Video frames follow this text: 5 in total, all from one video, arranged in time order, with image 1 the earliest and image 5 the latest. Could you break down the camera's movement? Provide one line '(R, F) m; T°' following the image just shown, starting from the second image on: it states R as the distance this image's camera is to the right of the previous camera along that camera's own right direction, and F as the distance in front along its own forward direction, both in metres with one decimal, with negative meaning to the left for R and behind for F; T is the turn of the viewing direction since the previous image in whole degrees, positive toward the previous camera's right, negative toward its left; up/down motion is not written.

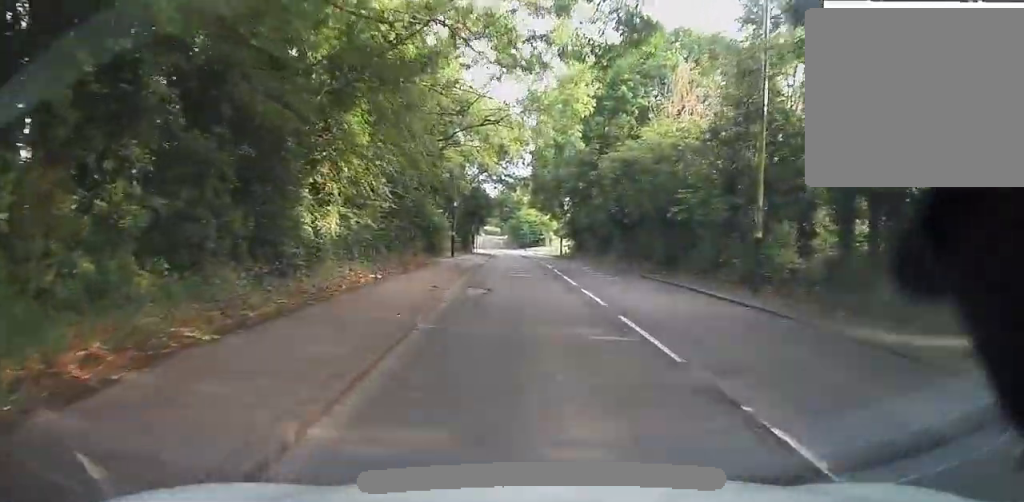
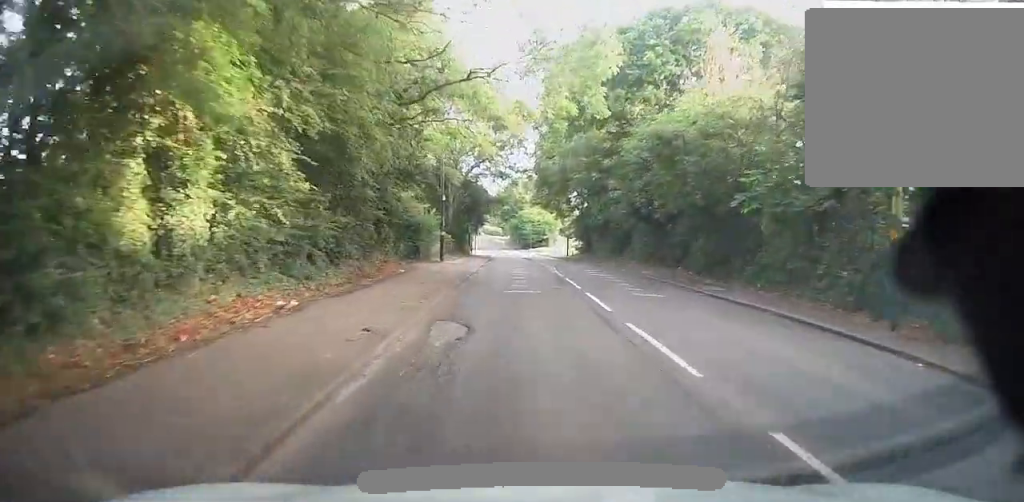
(0.0, +6.7) m; -1°
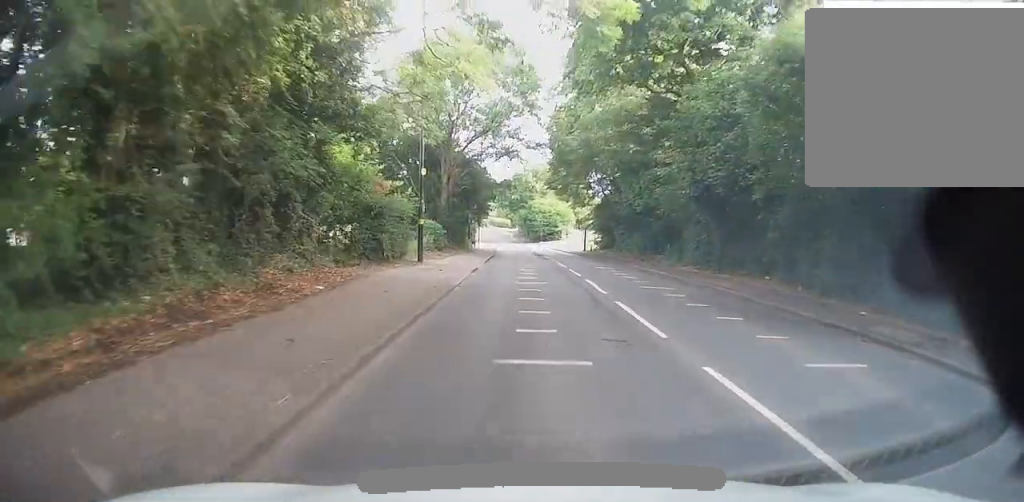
(-0.2, +9.8) m; -2°
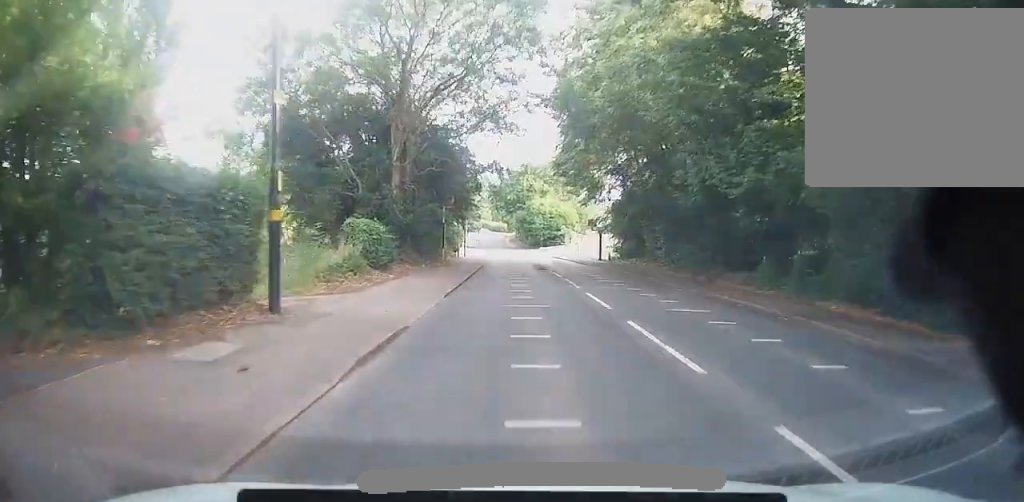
(-0.3, +14.2) m; -1°
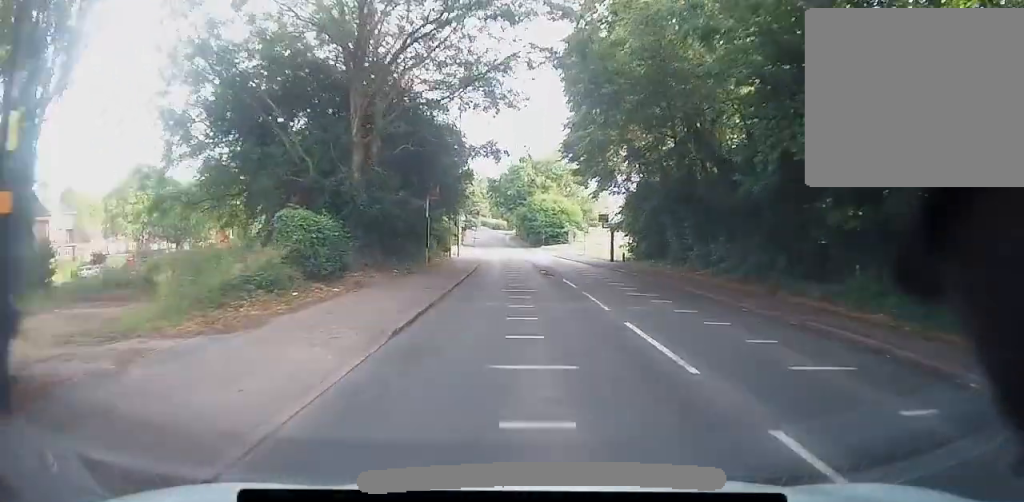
(0.0, +6.3) m; 0°
